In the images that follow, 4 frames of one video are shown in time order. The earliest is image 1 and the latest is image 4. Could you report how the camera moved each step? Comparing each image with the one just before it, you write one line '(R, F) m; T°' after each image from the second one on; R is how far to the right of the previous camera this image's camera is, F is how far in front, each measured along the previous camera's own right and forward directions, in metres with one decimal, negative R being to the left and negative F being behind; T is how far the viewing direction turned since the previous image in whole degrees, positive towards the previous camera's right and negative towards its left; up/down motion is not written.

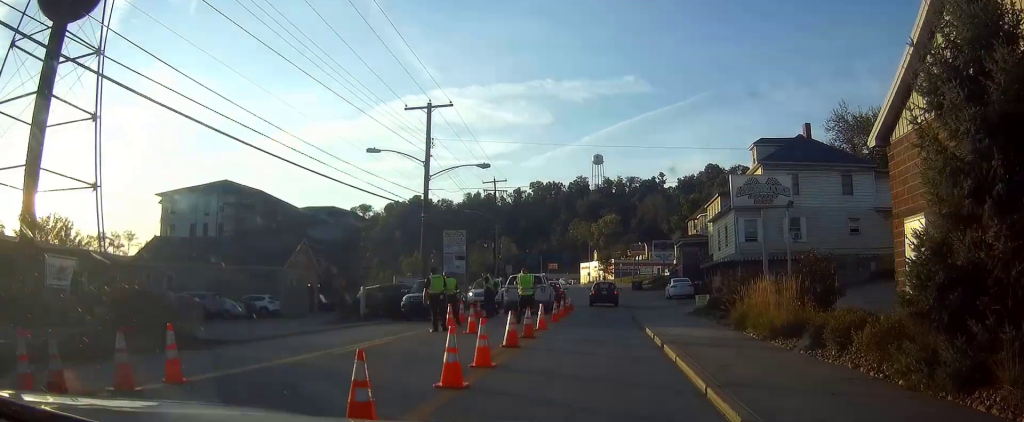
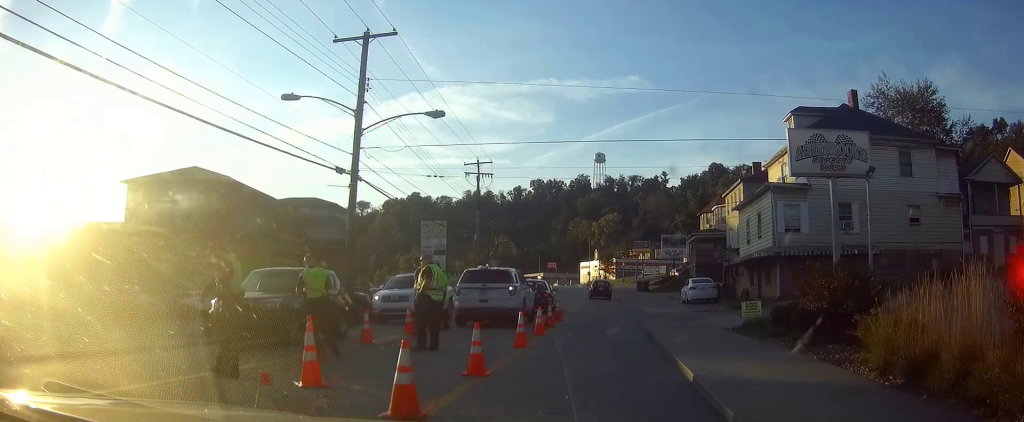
(-0.1, +9.9) m; 0°
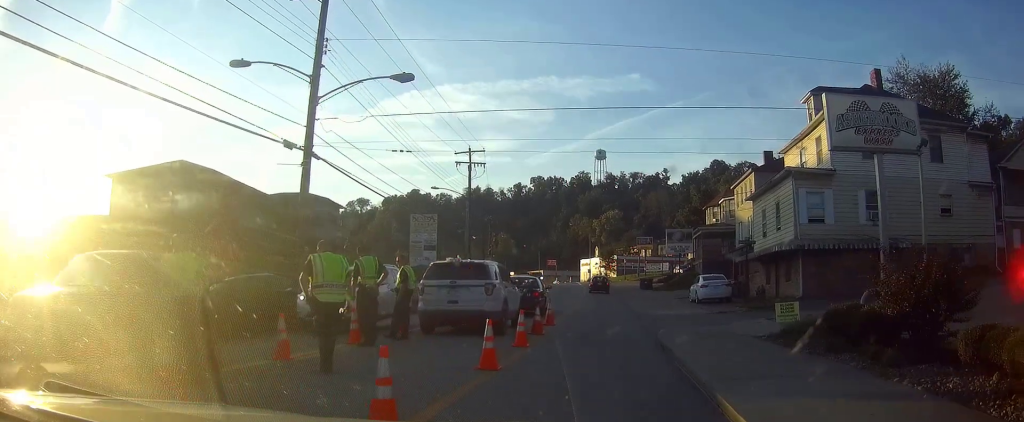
(-0.1, +4.0) m; -1°
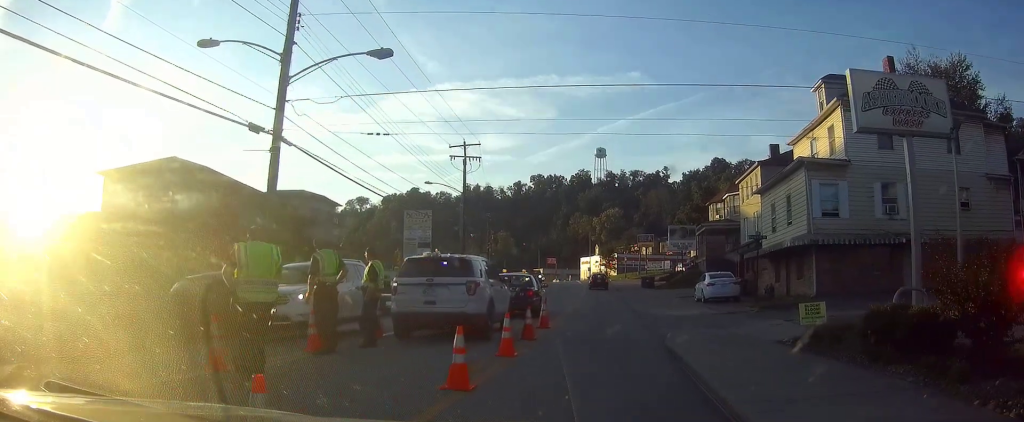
(0.0, +2.1) m; 0°
